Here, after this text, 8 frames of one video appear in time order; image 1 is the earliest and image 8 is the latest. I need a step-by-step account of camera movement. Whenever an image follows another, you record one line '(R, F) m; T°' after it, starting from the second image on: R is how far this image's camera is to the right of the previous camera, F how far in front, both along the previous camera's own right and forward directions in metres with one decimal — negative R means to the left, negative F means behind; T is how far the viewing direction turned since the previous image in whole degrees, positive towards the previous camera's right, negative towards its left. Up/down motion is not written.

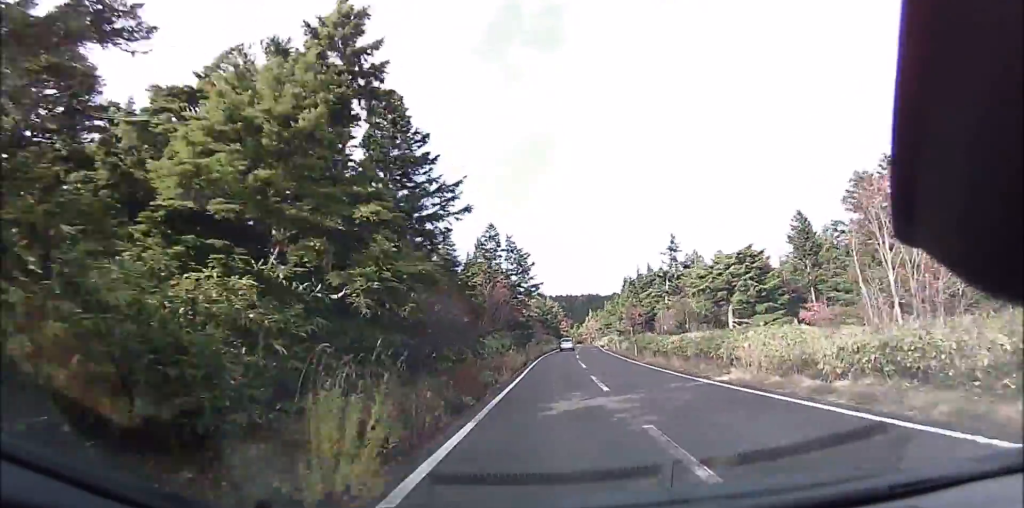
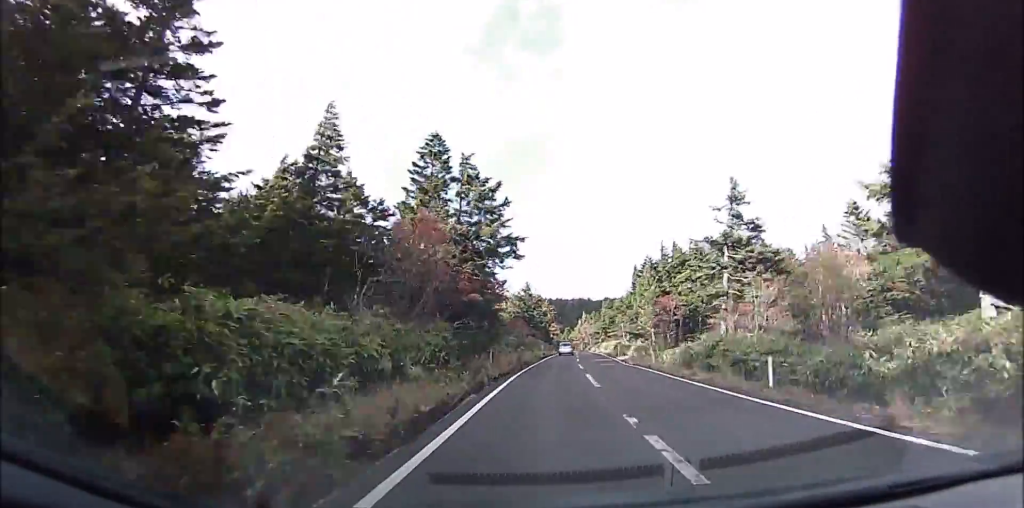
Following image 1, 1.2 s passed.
(+0.3, +18.6) m; +2°
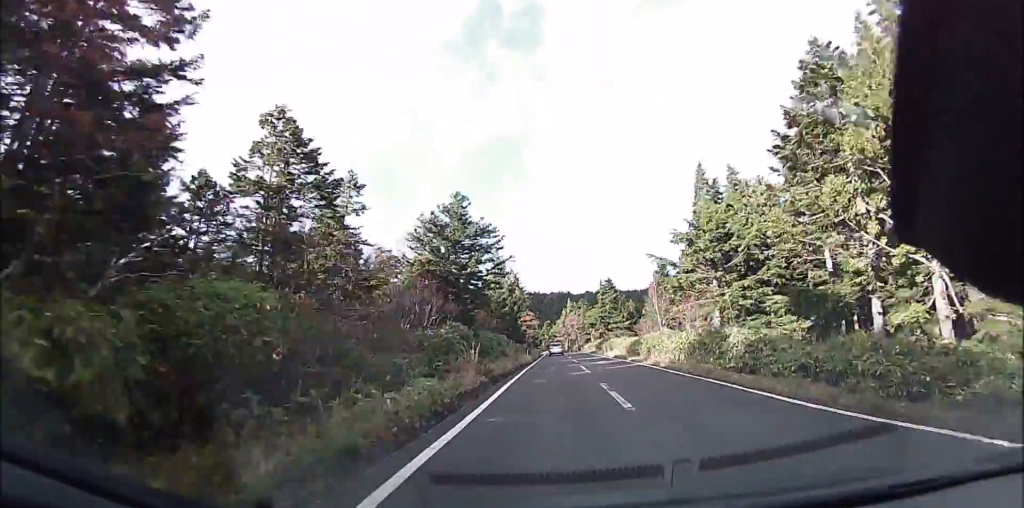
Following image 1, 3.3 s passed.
(+1.5, +35.3) m; +3°
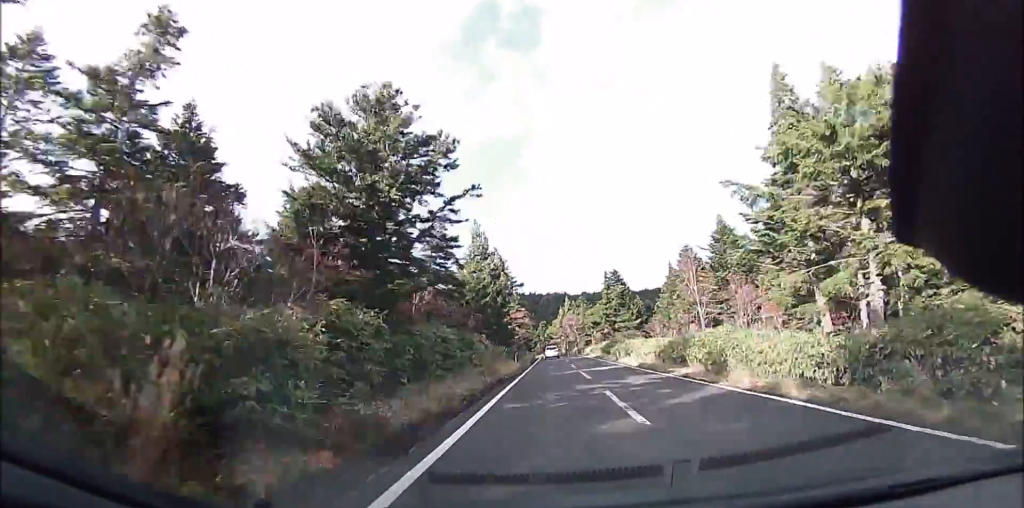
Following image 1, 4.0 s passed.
(+0.3, +11.4) m; 0°
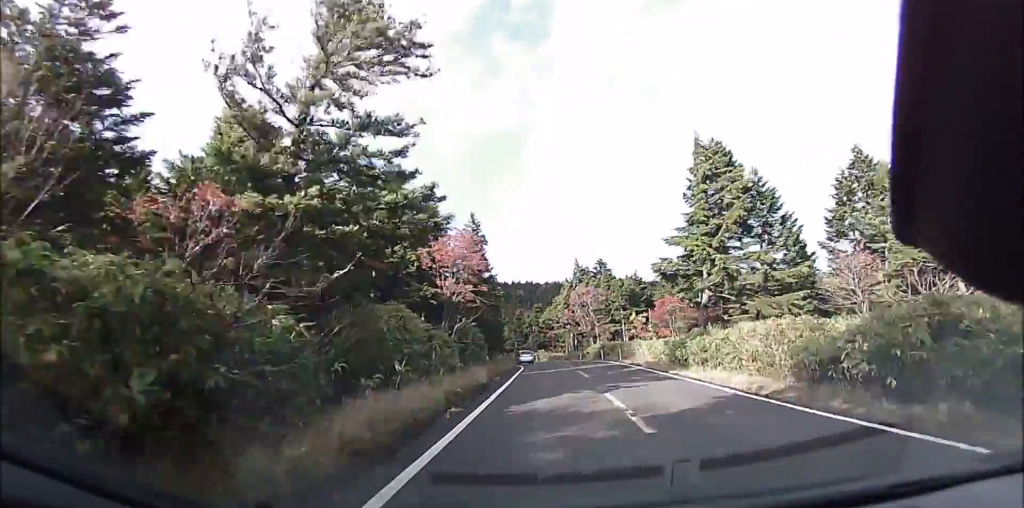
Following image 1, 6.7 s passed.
(-0.8, +40.6) m; -1°
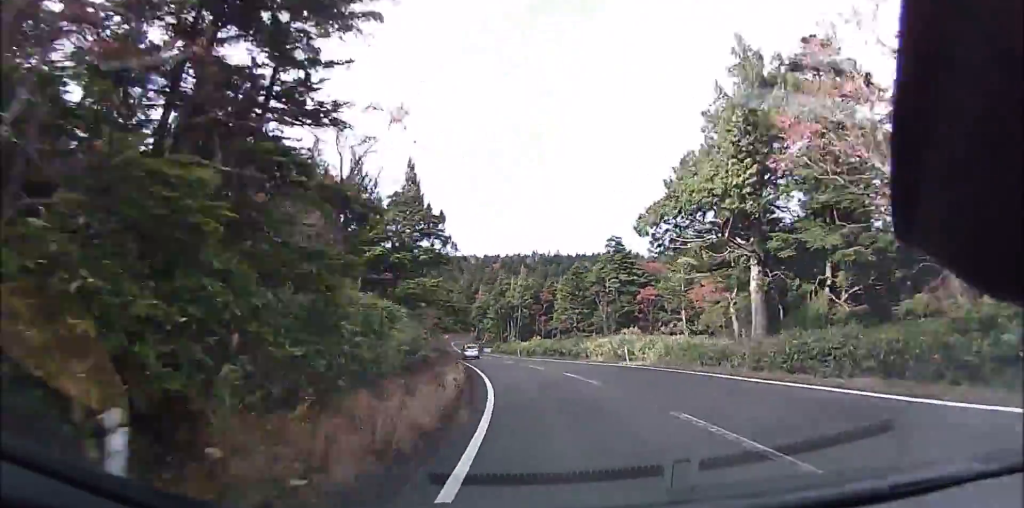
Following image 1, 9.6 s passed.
(-0.7, +44.2) m; -6°
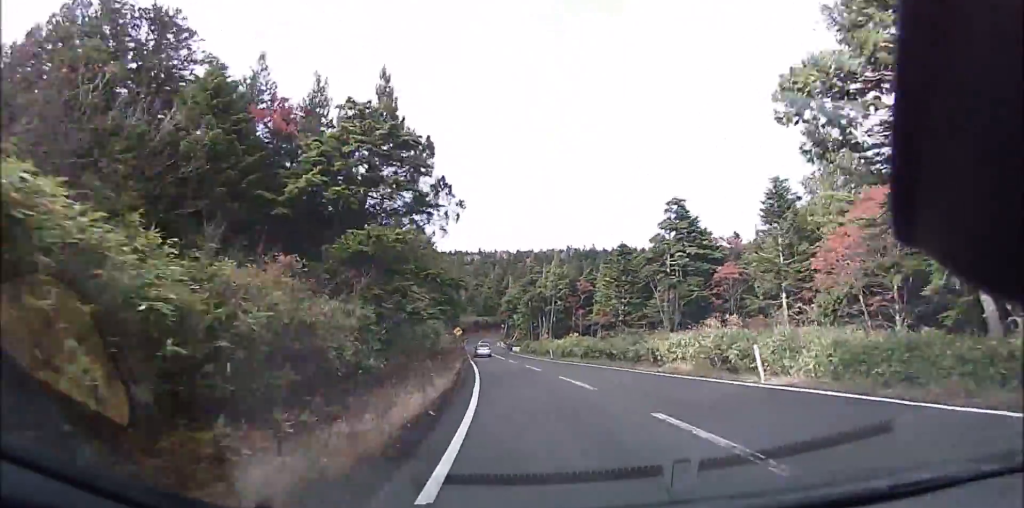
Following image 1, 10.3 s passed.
(-0.2, +10.8) m; -4°
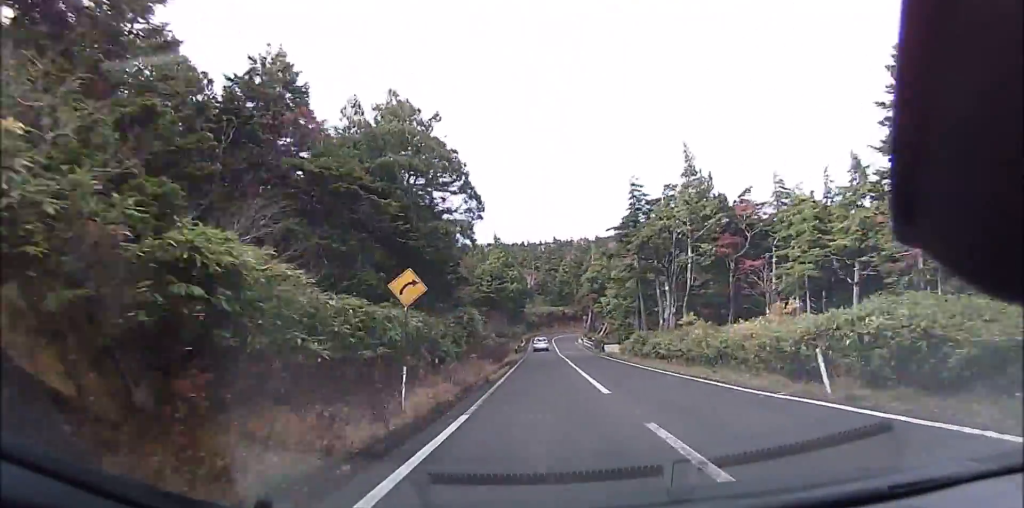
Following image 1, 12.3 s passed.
(-2.8, +29.8) m; -9°
